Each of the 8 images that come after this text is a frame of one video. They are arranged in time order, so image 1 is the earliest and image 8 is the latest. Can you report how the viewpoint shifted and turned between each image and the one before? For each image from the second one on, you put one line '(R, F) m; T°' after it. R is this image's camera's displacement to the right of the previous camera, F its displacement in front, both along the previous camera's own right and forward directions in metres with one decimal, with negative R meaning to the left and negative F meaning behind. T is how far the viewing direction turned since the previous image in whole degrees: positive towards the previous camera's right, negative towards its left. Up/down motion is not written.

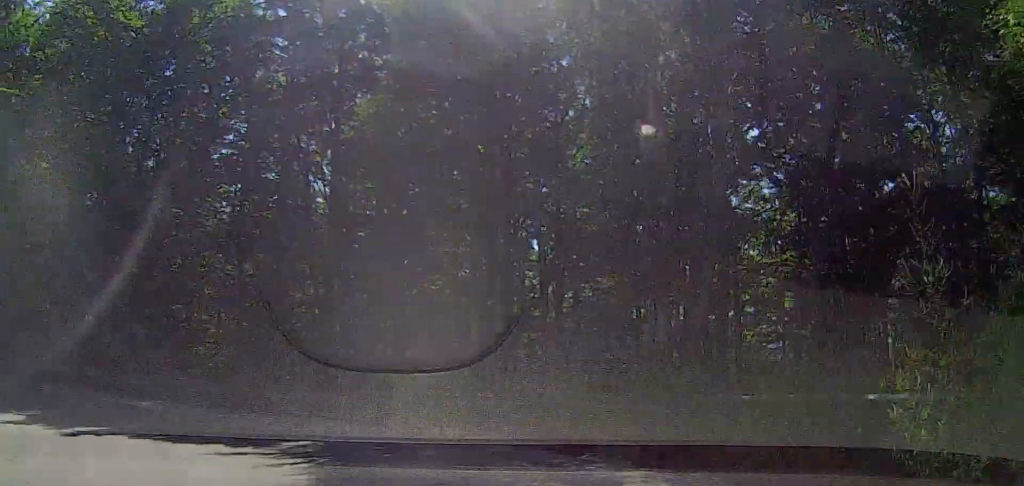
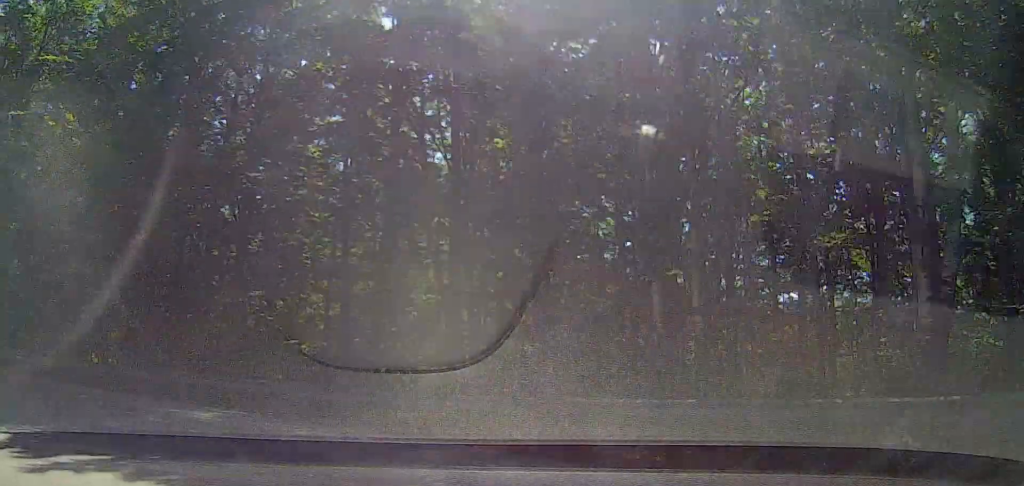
(+0.5, +4.5) m; -7°
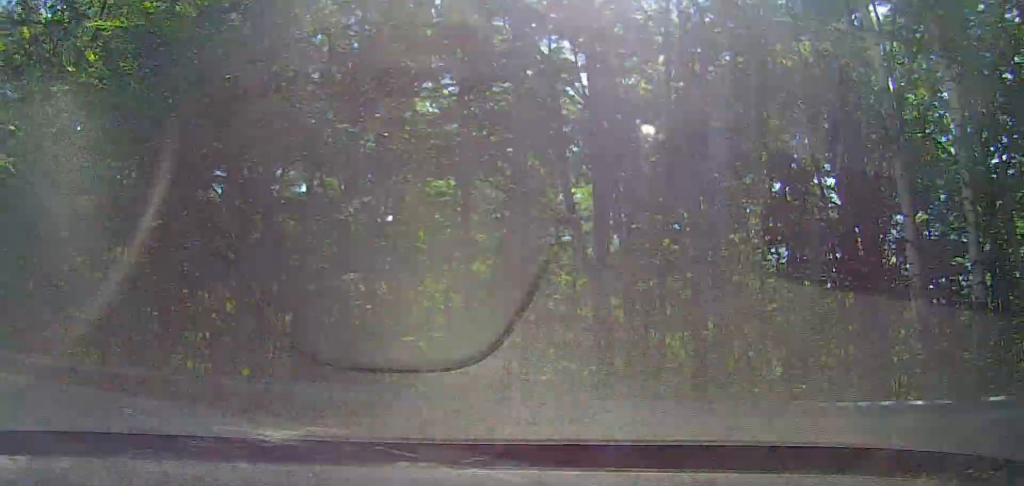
(-0.9, +3.6) m; -16°
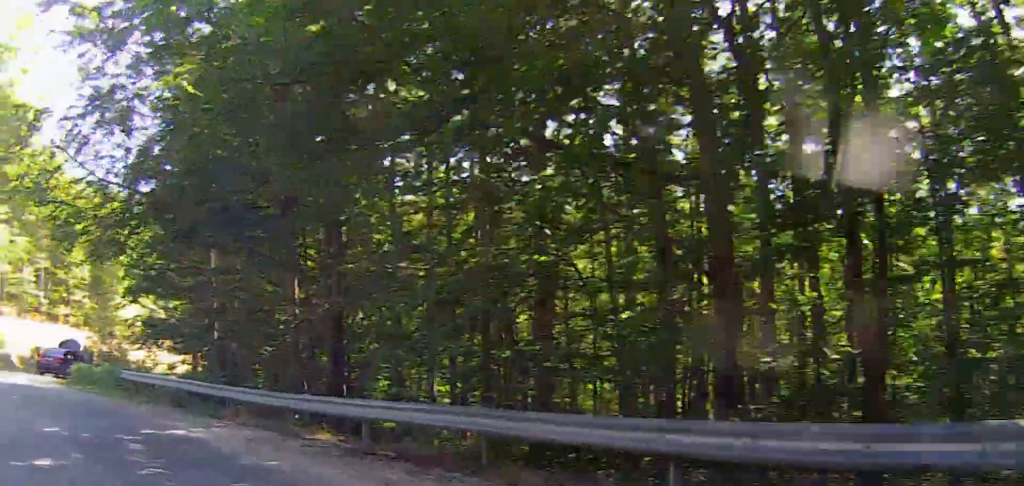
(-3.7, +8.5) m; -37°
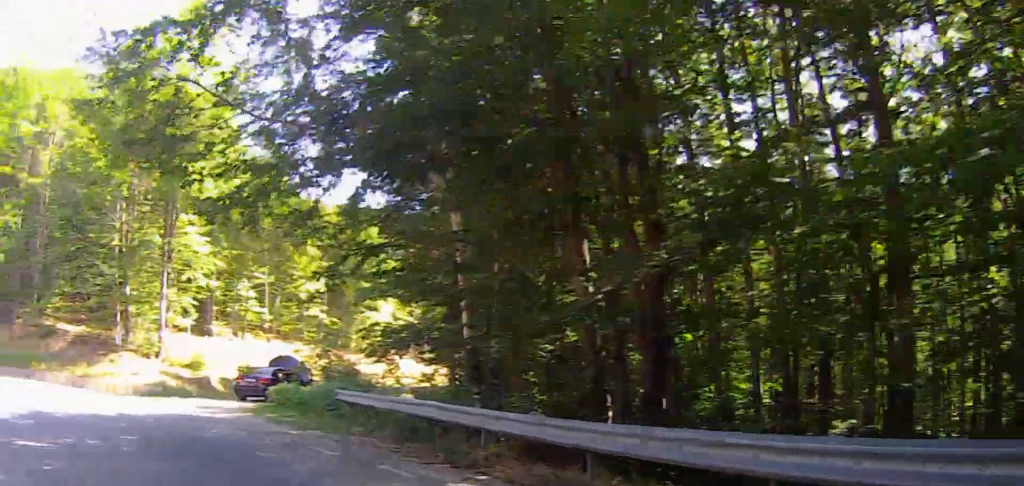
(-0.4, +4.9) m; -19°
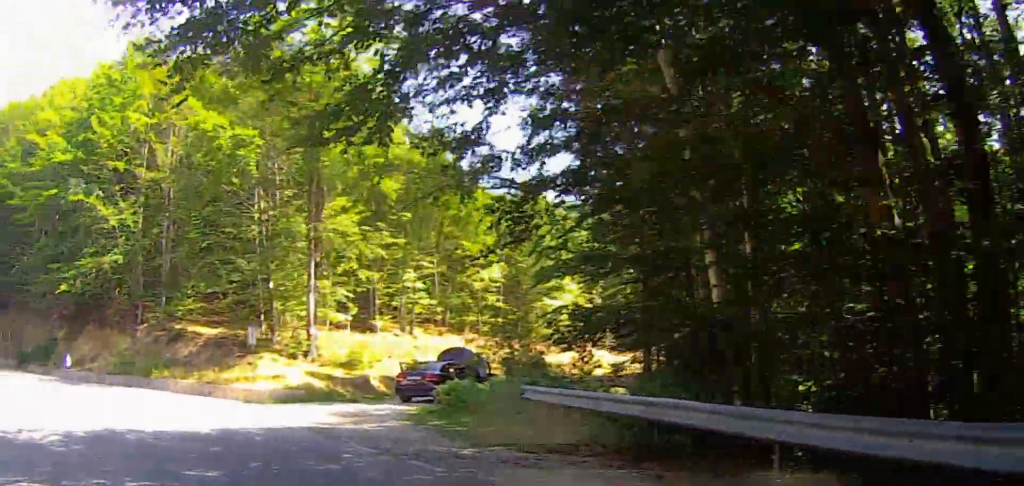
(0.0, +3.1) m; -13°
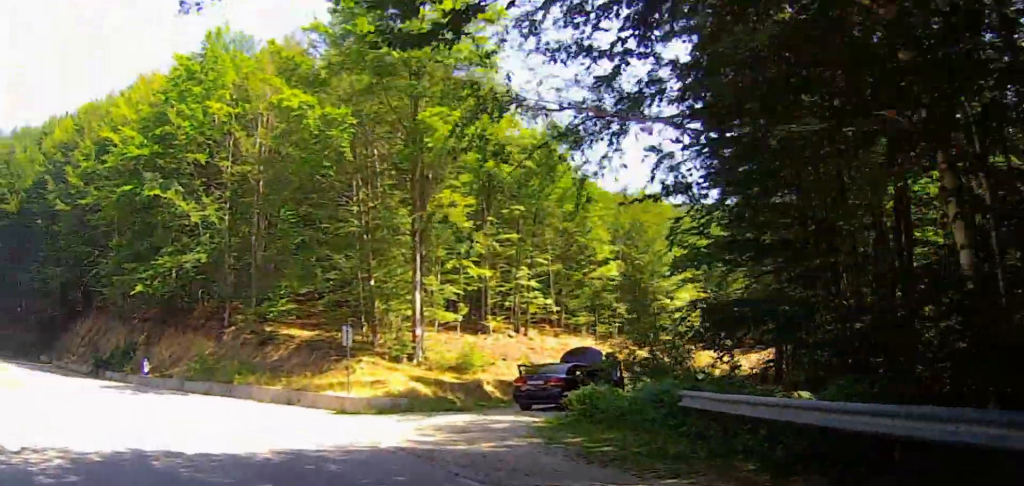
(-0.7, +2.4) m; -9°
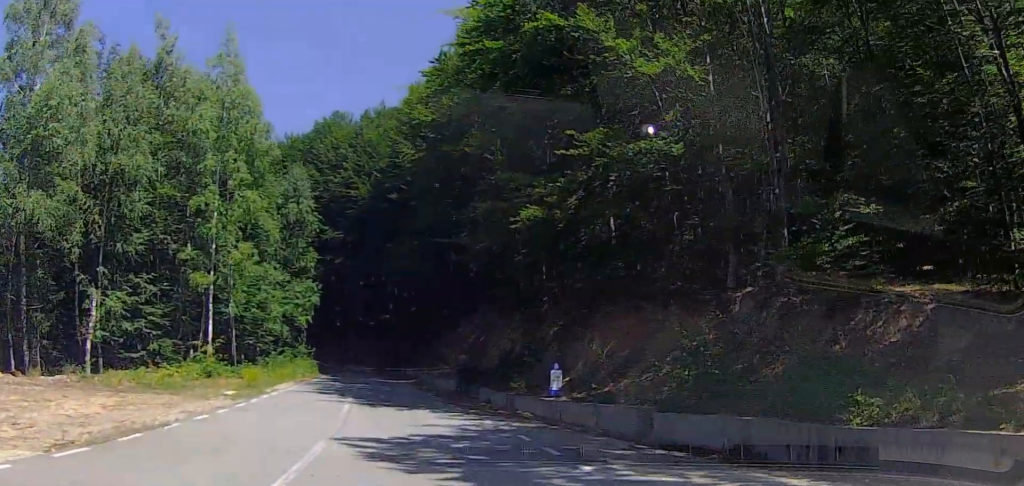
(-9.1, +17.4) m; -42°
